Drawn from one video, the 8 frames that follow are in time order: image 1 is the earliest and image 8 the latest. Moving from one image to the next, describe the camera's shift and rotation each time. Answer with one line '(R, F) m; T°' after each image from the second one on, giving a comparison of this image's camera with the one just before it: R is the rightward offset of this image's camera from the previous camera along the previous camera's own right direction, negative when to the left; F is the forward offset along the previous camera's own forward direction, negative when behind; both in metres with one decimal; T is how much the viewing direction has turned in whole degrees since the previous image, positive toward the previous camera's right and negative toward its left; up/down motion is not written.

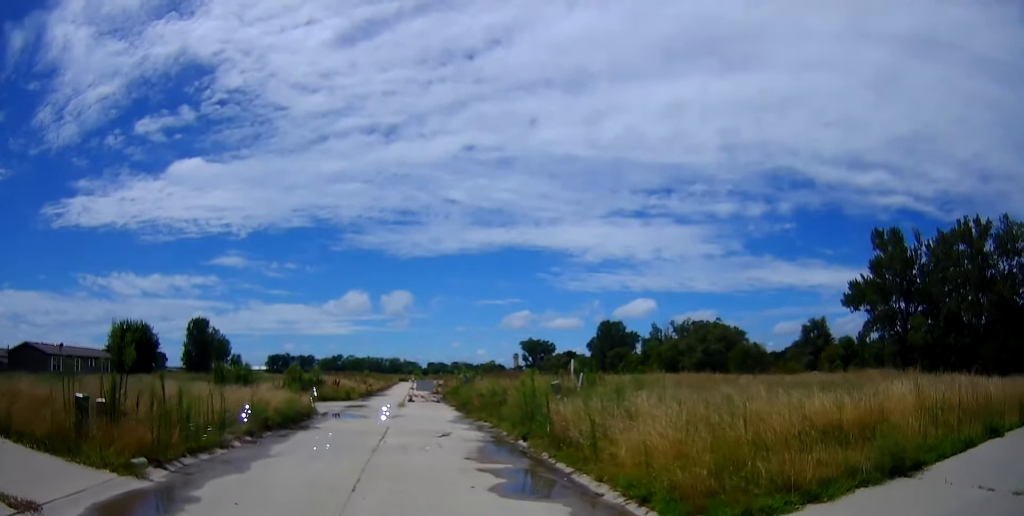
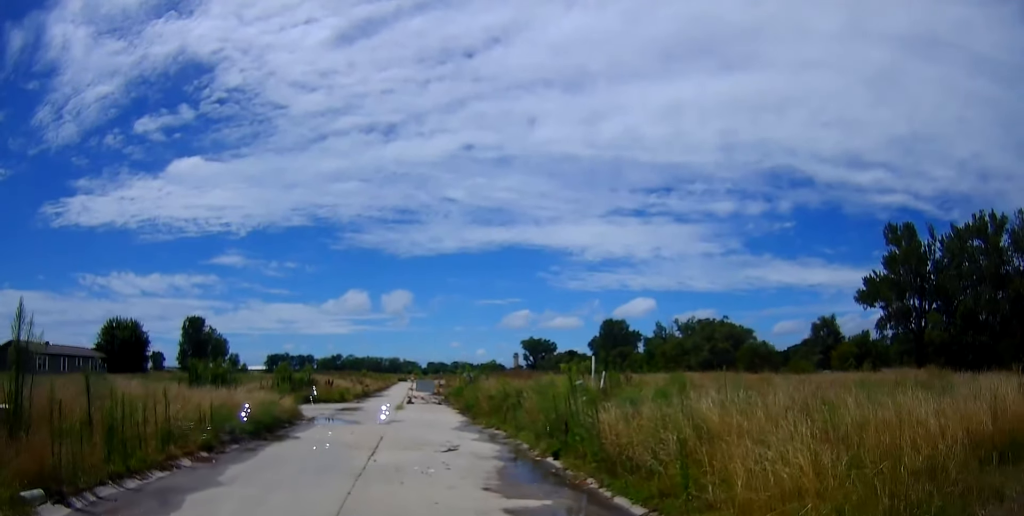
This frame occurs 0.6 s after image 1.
(+0.1, +3.4) m; +1°
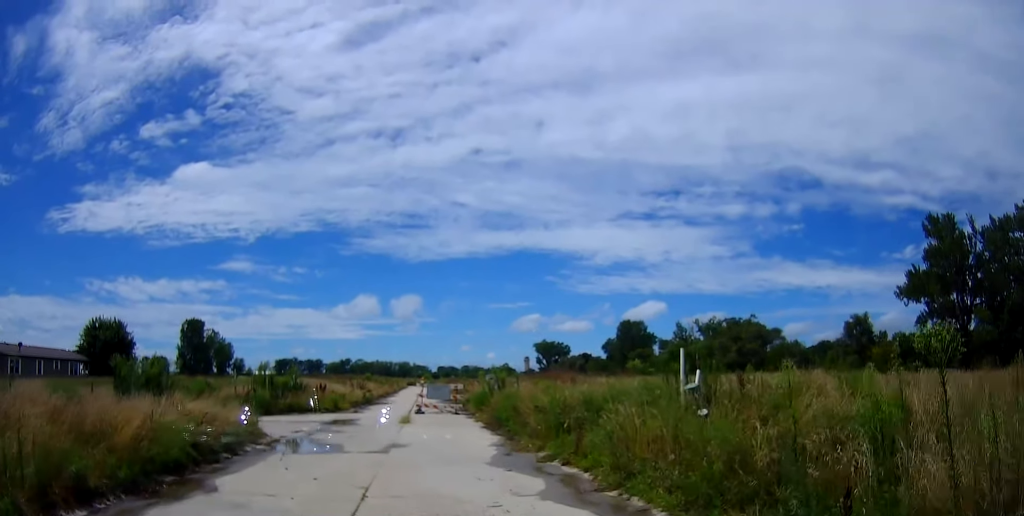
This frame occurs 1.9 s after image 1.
(0.0, +7.8) m; 0°
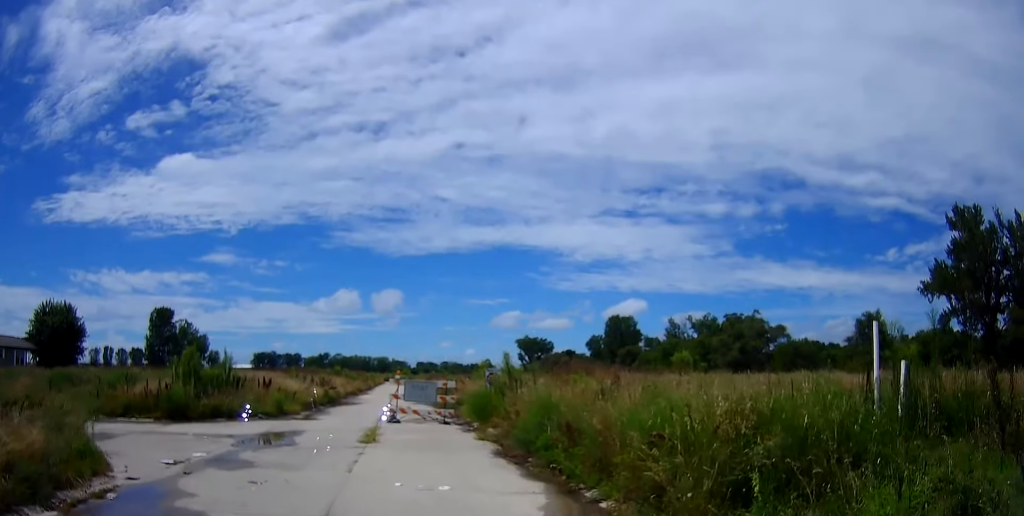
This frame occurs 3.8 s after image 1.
(0.0, +9.2) m; 0°
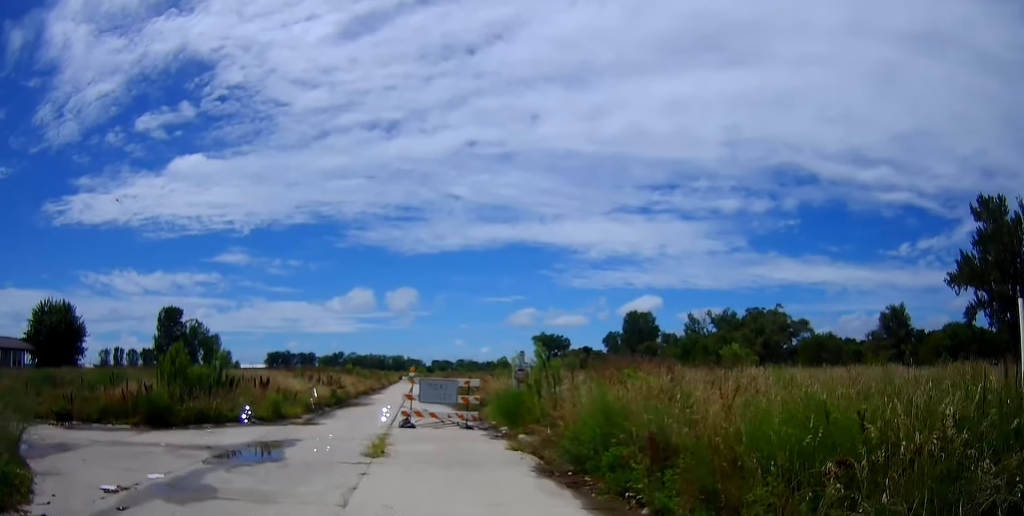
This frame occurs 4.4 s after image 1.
(0.0, +3.1) m; -1°
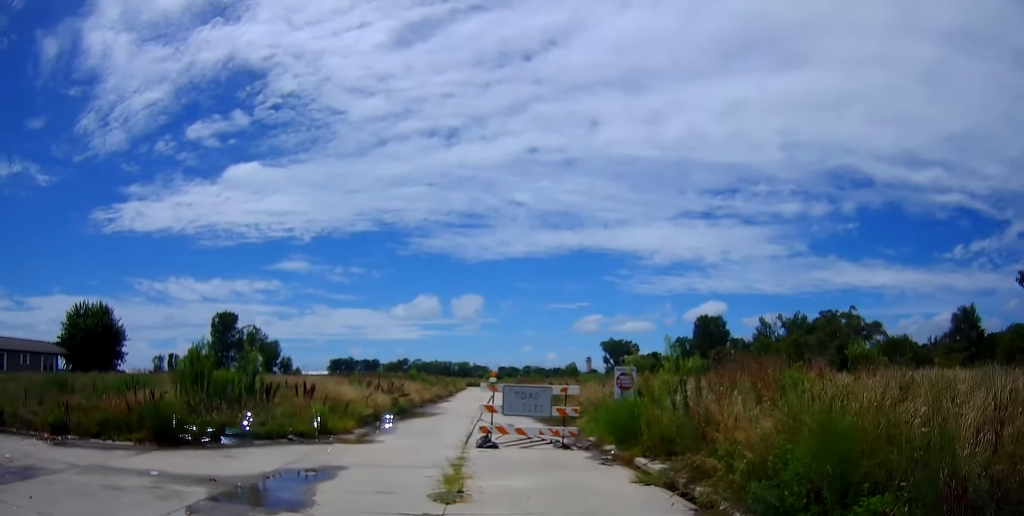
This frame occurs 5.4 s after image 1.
(-0.1, +4.3) m; -6°
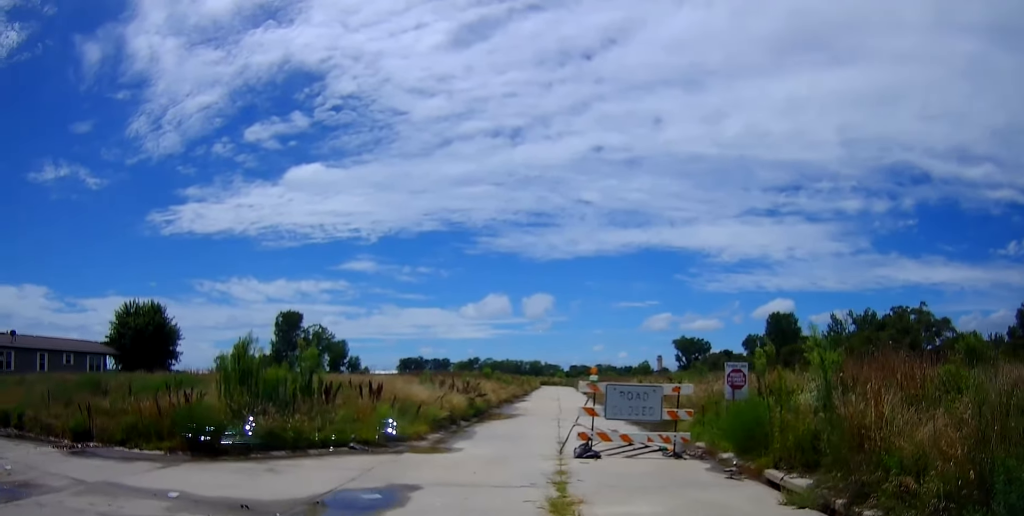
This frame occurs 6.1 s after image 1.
(0.0, +2.5) m; -9°
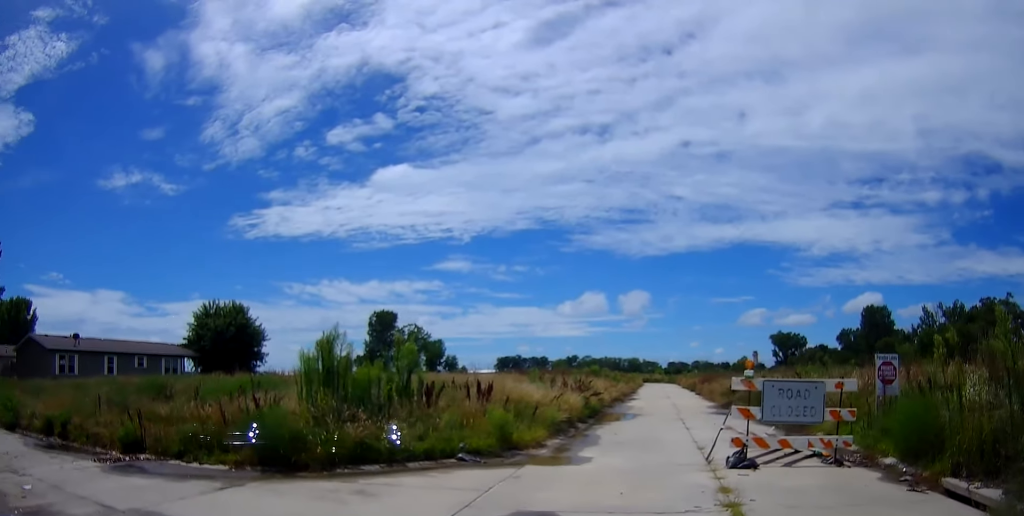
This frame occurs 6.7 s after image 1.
(-0.3, +2.3) m; -14°
